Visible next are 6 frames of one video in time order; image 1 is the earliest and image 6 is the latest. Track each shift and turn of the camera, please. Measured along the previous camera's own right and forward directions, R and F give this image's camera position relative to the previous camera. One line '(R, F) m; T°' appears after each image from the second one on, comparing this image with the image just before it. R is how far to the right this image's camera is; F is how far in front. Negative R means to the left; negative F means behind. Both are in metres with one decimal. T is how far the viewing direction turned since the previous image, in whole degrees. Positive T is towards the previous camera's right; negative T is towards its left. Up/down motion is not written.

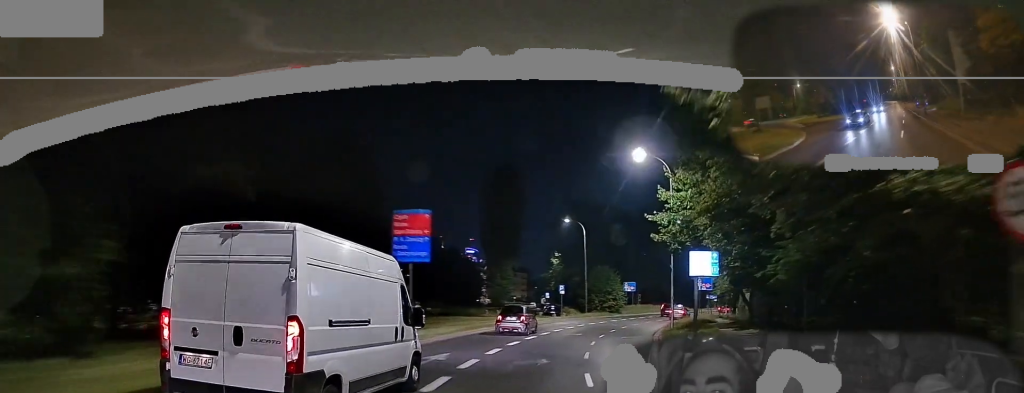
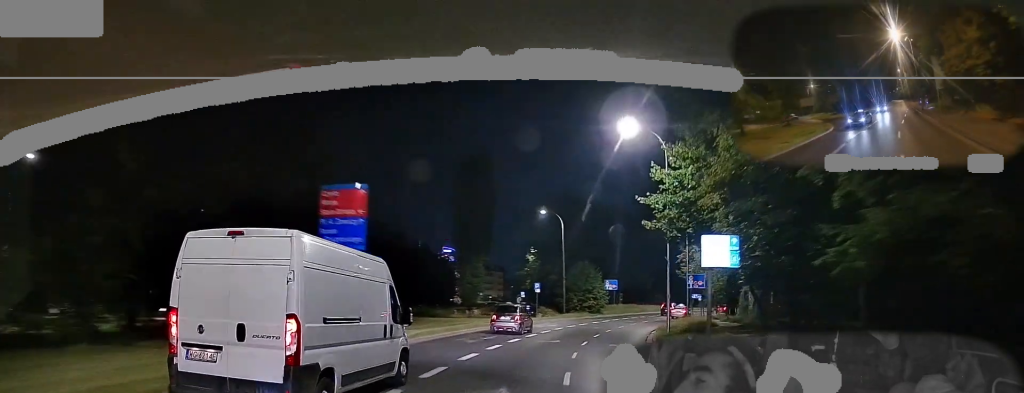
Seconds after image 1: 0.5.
(+0.1, +6.0) m; +1°
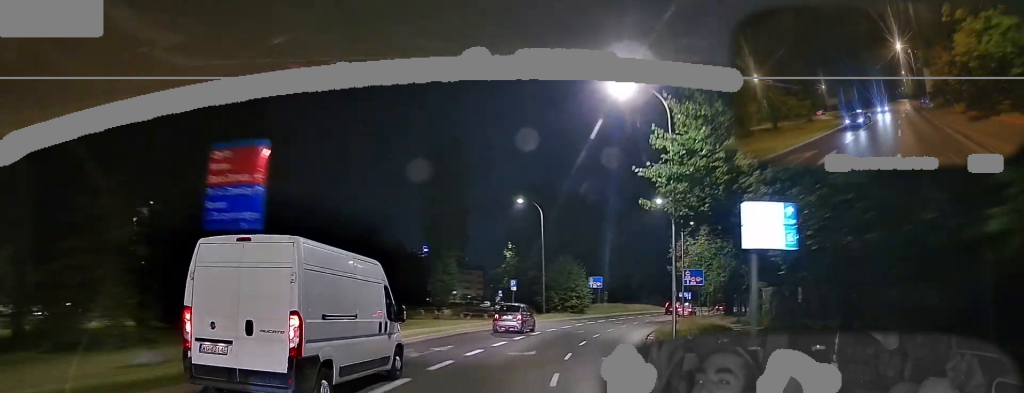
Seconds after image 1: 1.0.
(-0.1, +6.4) m; +2°
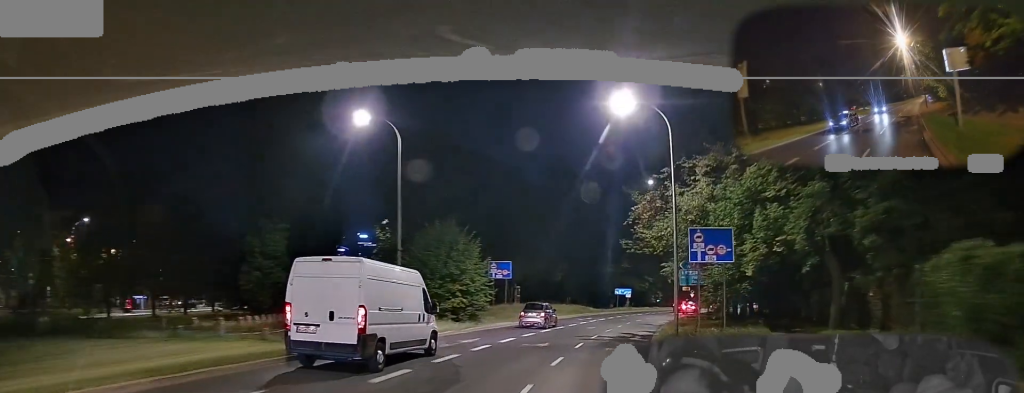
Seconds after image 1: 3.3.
(+2.0, +25.6) m; +10°
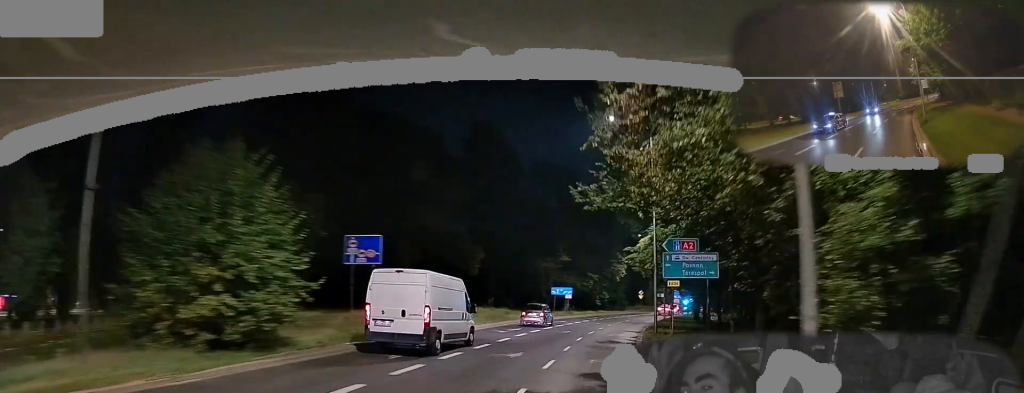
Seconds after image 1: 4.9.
(+1.2, +17.6) m; +6°
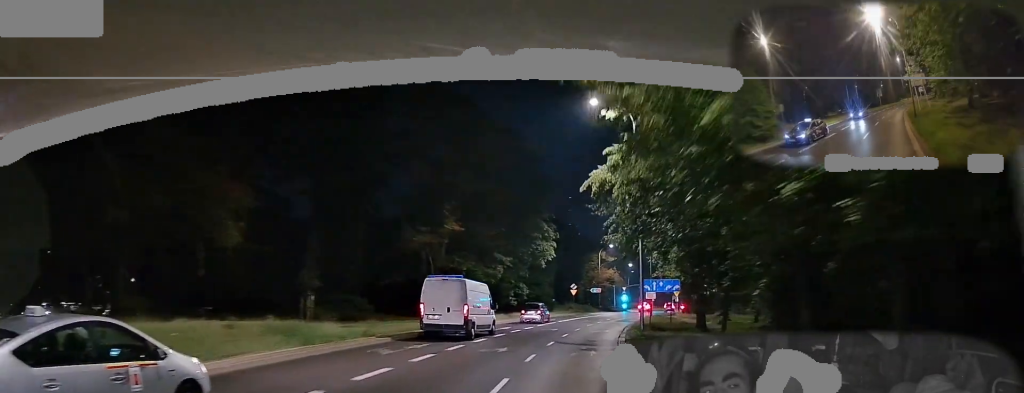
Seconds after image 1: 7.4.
(+2.3, +27.2) m; +8°
